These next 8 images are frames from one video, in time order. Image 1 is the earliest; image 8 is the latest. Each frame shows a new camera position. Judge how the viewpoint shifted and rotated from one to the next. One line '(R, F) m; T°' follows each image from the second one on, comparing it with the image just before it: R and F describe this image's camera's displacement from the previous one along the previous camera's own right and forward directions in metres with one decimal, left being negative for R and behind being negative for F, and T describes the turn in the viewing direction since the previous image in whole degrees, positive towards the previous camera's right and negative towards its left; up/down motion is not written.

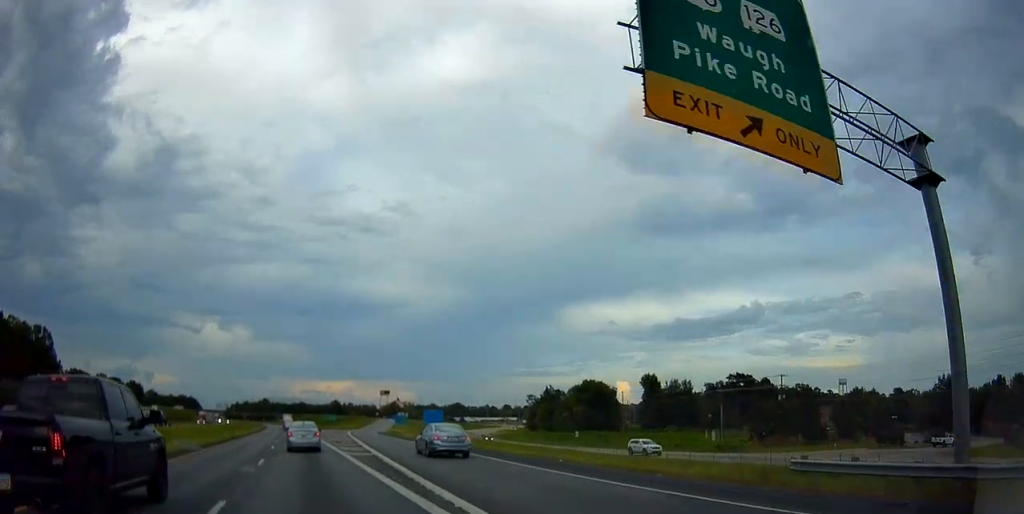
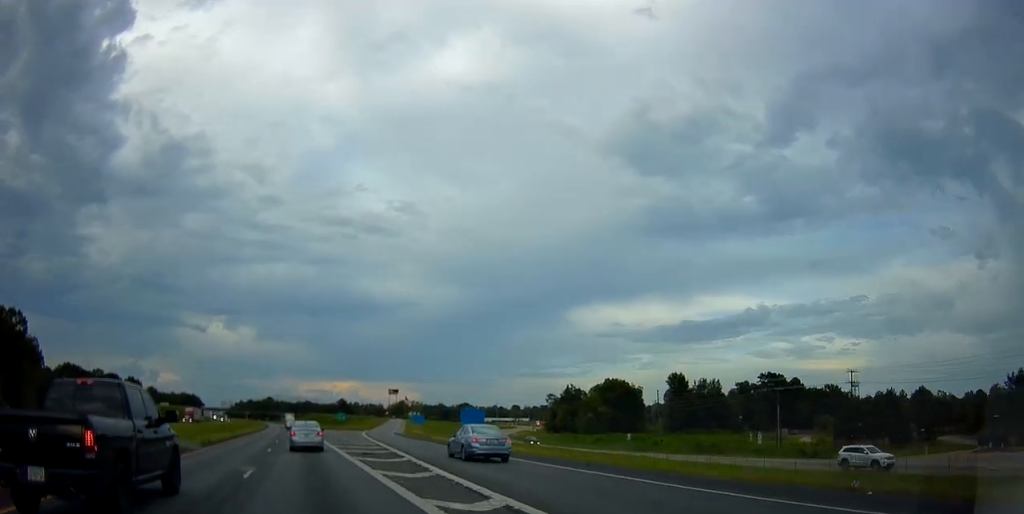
(+0.2, +16.6) m; 0°
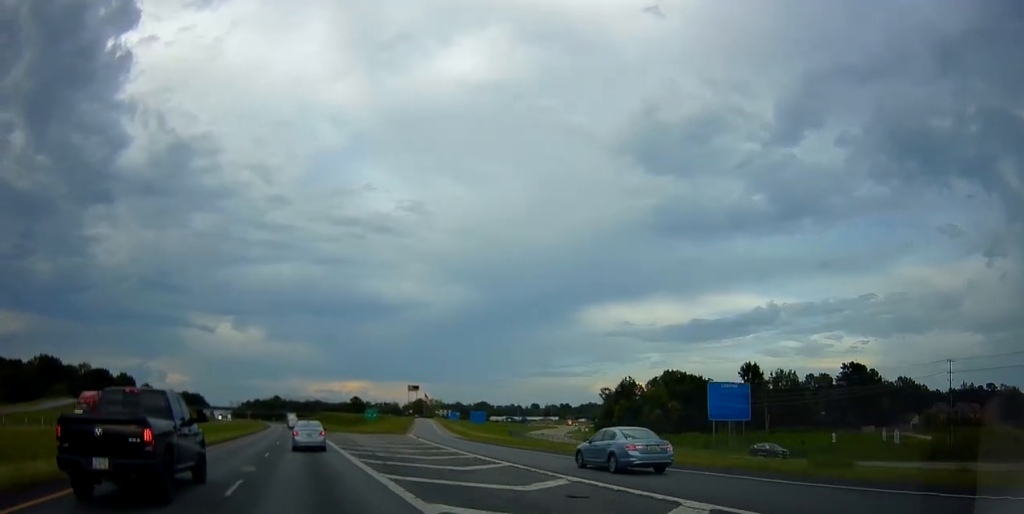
(-0.1, +40.4) m; -1°
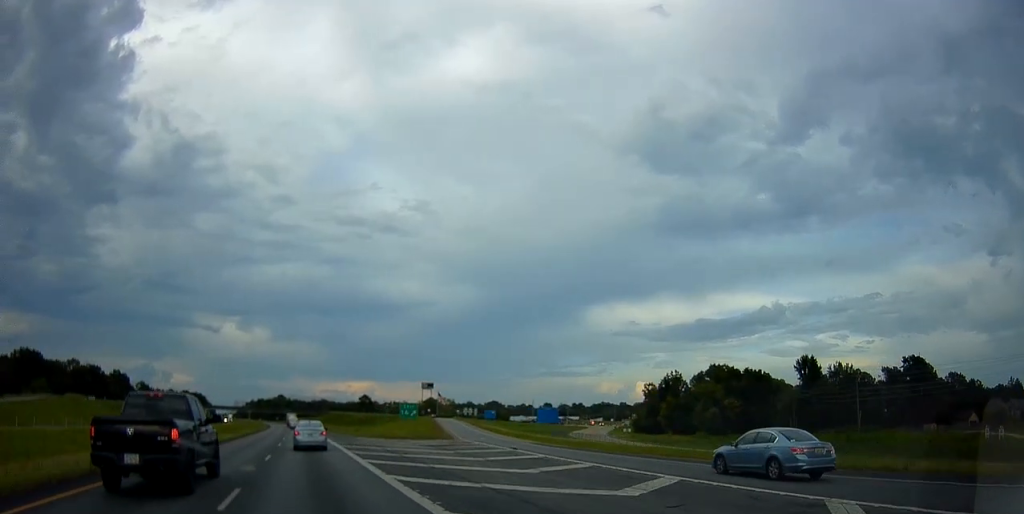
(-0.4, +25.9) m; -1°
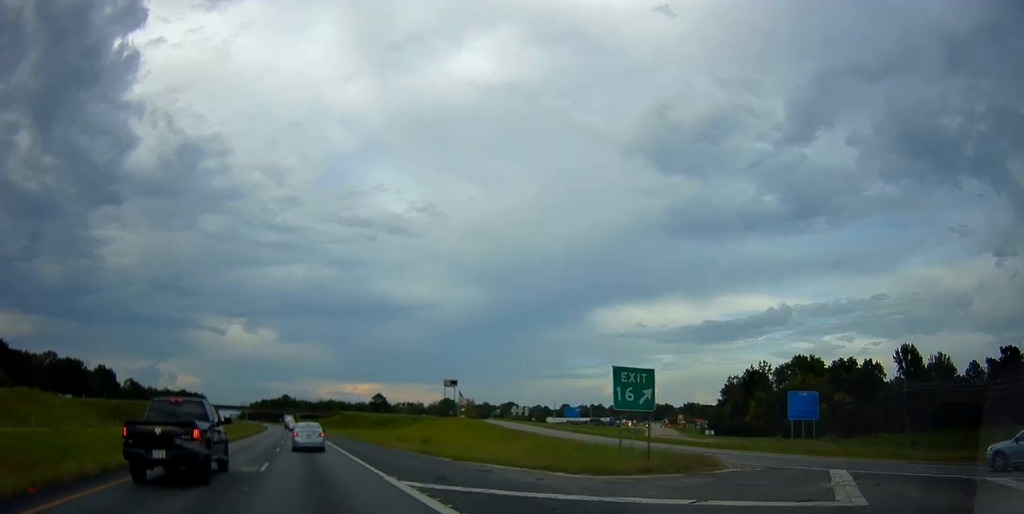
(-0.4, +40.4) m; 0°
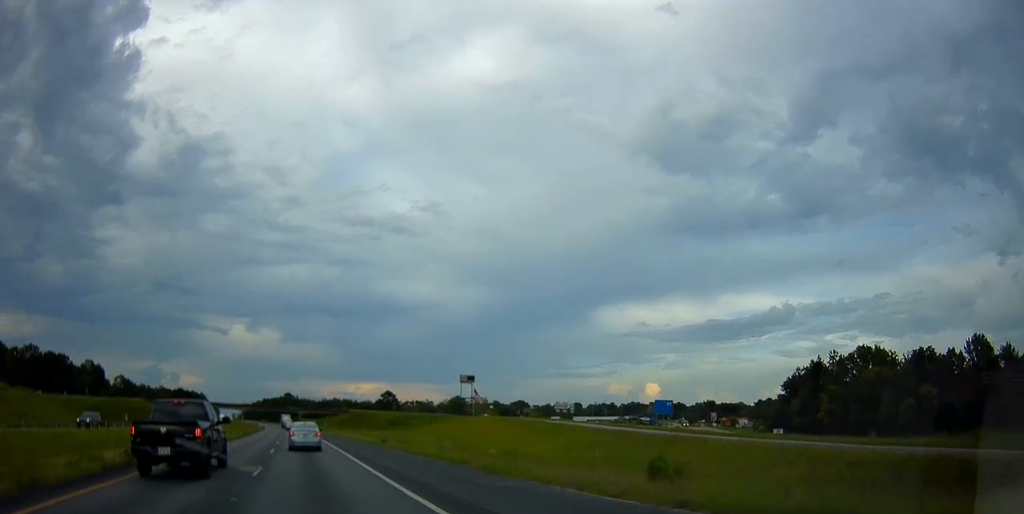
(0.0, +26.0) m; -1°
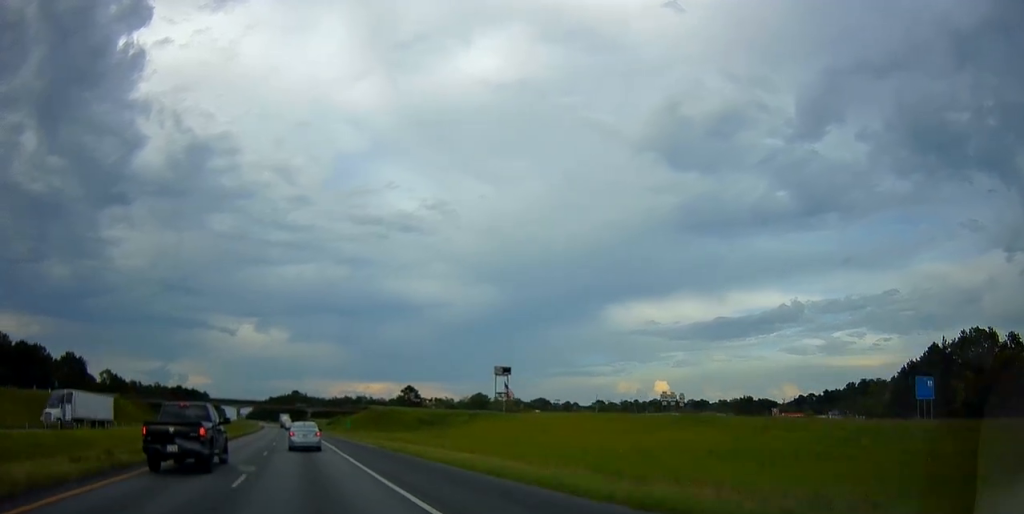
(-0.6, +38.7) m; 0°
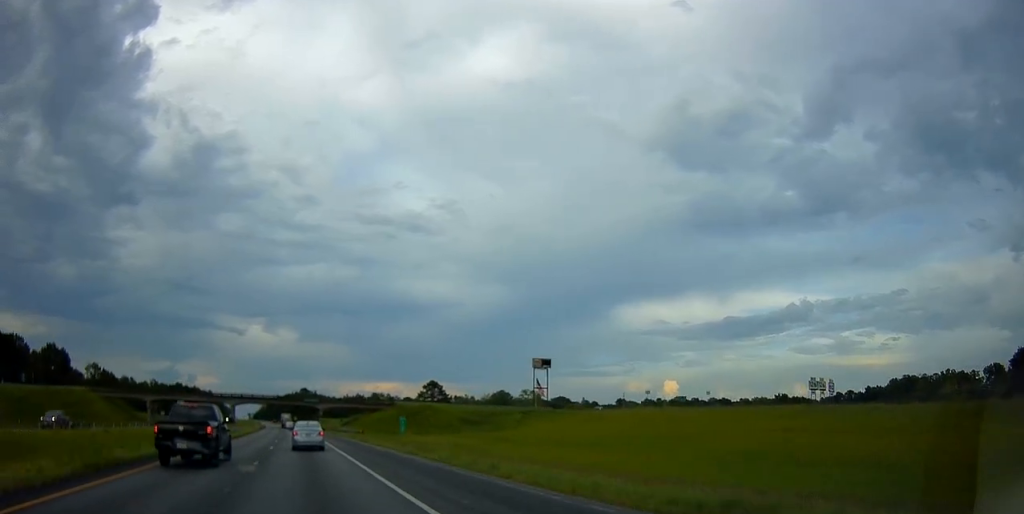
(+0.7, +32.7) m; 0°
